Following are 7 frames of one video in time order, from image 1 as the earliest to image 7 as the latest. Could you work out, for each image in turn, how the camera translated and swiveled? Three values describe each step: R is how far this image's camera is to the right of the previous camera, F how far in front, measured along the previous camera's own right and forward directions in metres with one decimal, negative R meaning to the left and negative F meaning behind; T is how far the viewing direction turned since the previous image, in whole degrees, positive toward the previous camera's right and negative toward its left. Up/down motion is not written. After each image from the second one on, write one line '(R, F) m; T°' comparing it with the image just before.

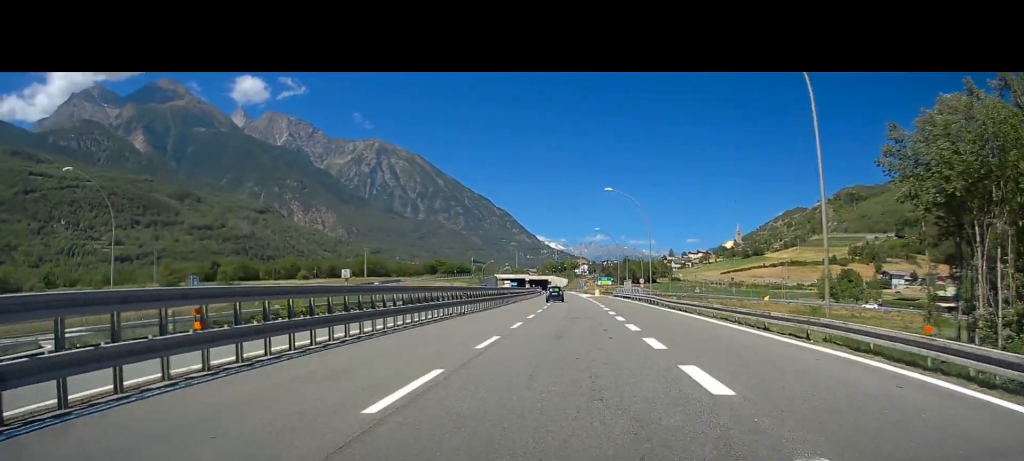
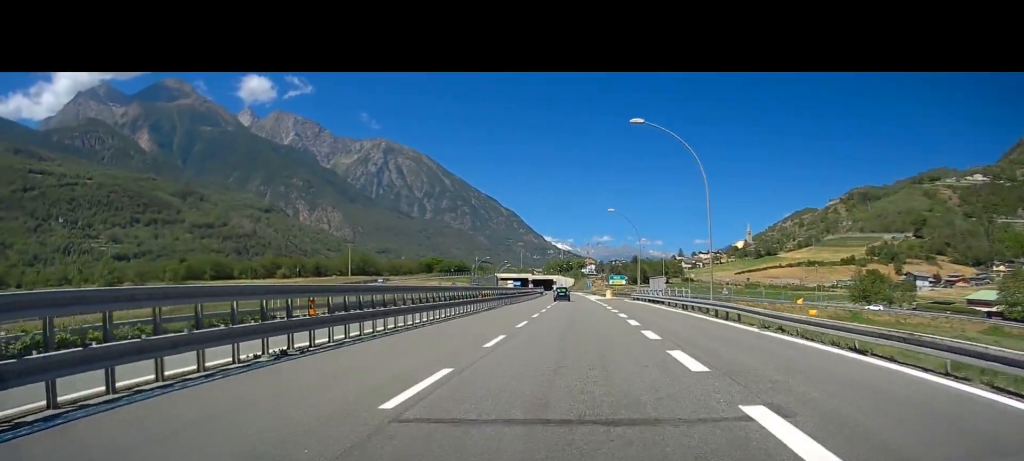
(0.0, +22.0) m; -1°
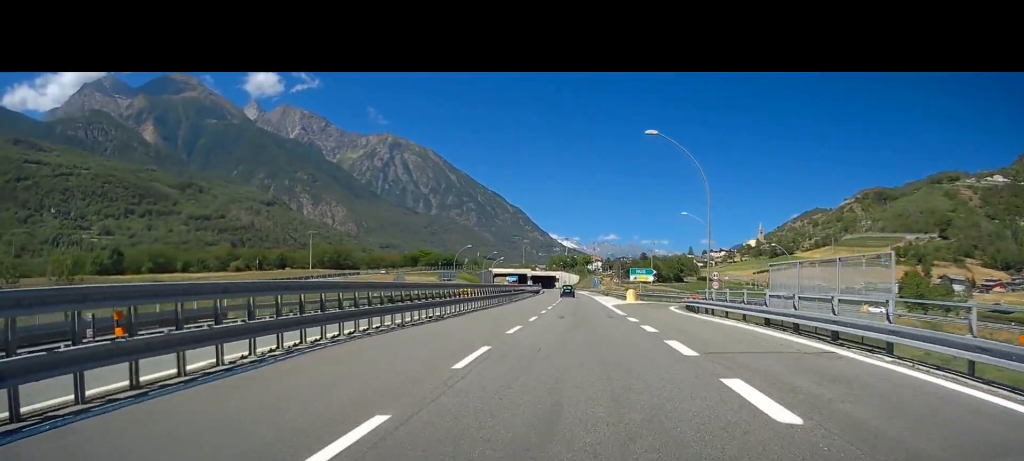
(-0.6, +33.8) m; -1°
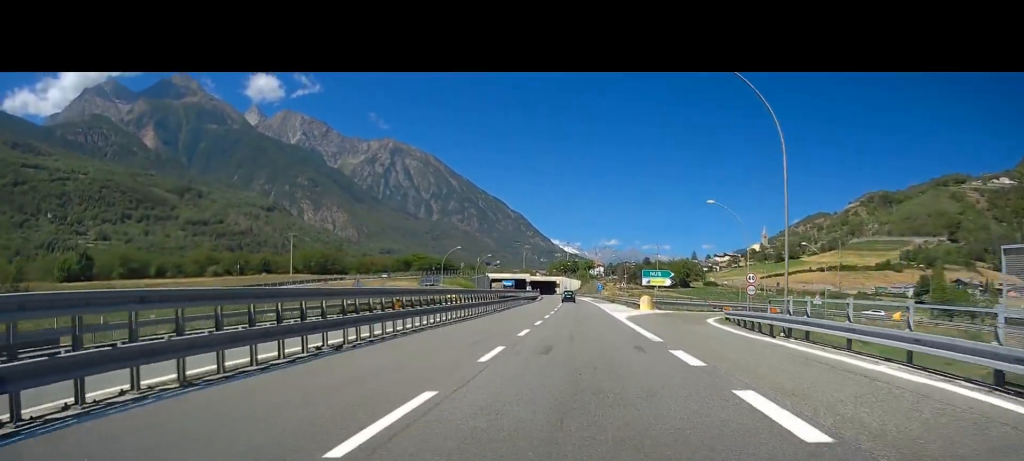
(0.0, +12.7) m; +1°
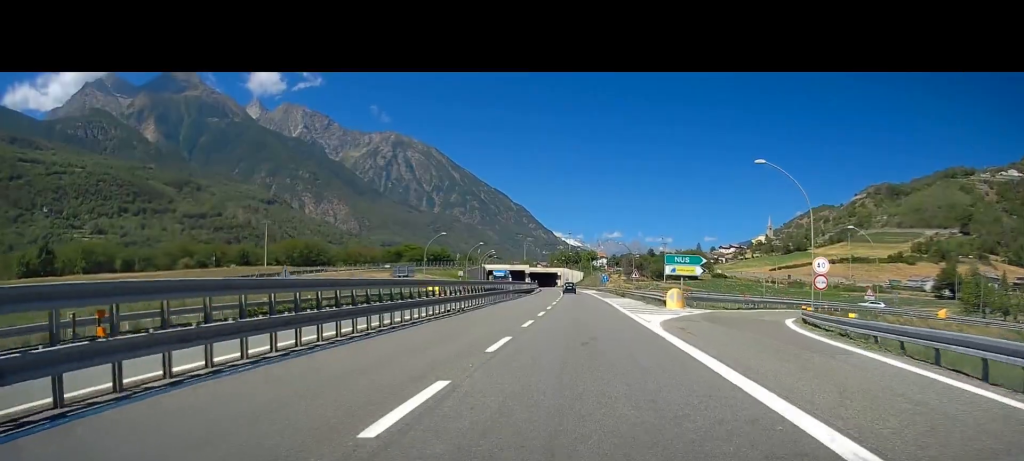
(0.0, +14.5) m; +1°
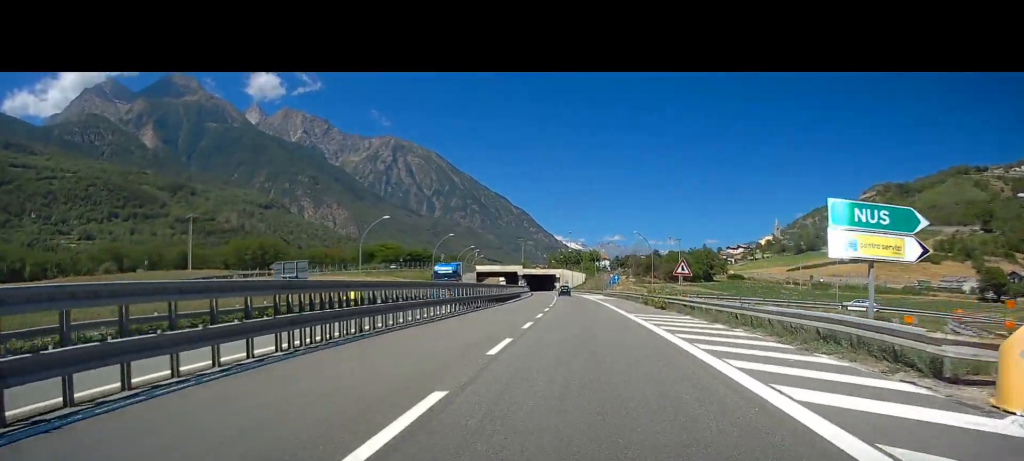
(+0.3, +30.3) m; 0°
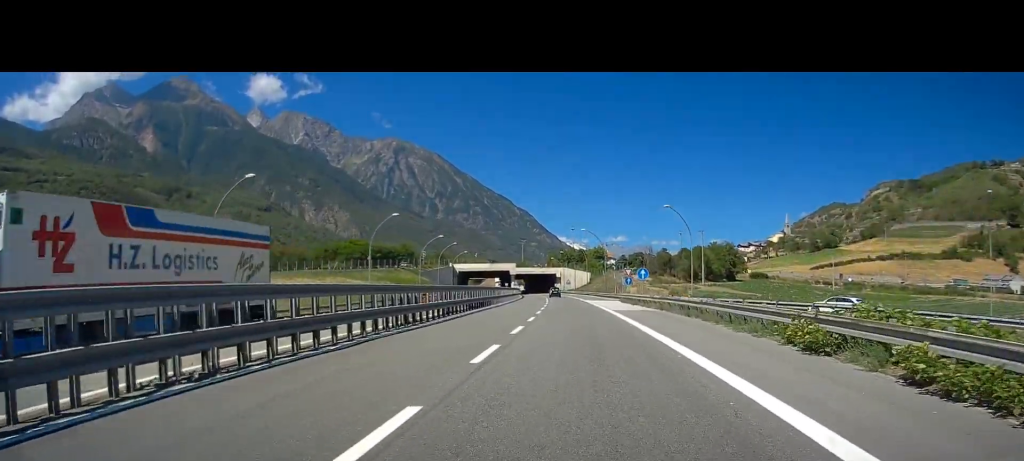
(-0.4, +30.9) m; -1°
